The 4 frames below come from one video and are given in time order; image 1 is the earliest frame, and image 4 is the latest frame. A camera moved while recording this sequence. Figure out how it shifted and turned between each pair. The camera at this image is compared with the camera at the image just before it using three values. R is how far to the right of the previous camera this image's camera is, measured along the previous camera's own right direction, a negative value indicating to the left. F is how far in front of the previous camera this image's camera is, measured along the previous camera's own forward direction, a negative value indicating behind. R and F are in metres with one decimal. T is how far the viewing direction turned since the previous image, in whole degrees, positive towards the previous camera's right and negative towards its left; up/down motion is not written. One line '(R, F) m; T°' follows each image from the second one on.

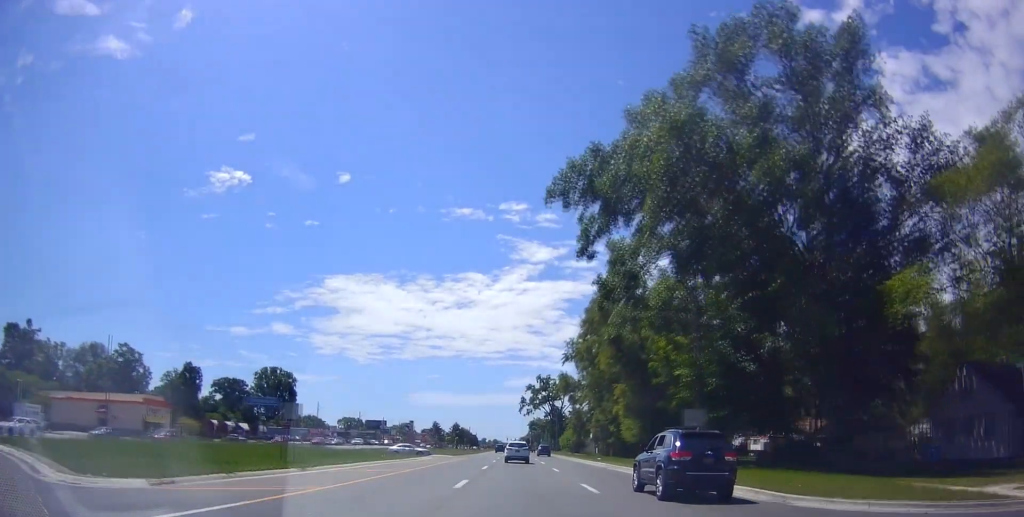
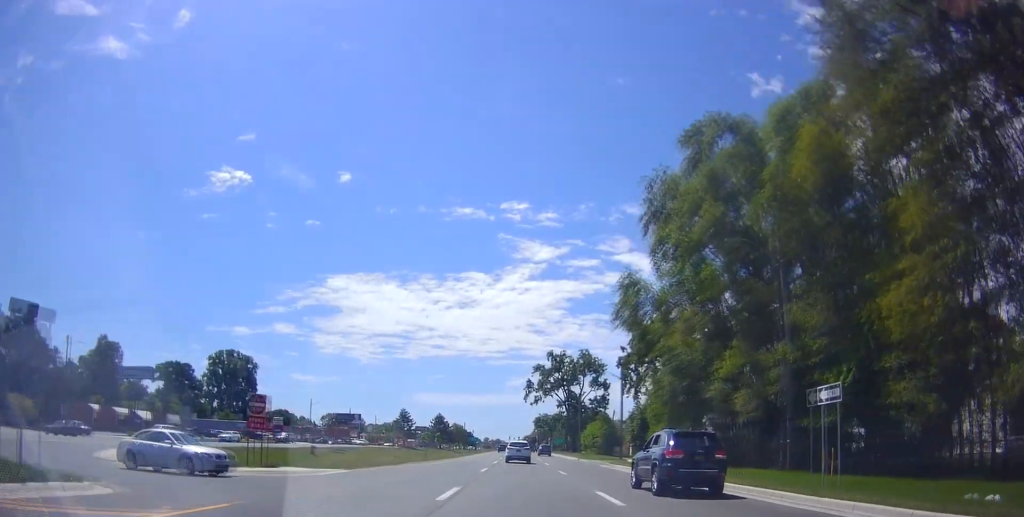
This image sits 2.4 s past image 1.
(+0.3, +47.9) m; +1°
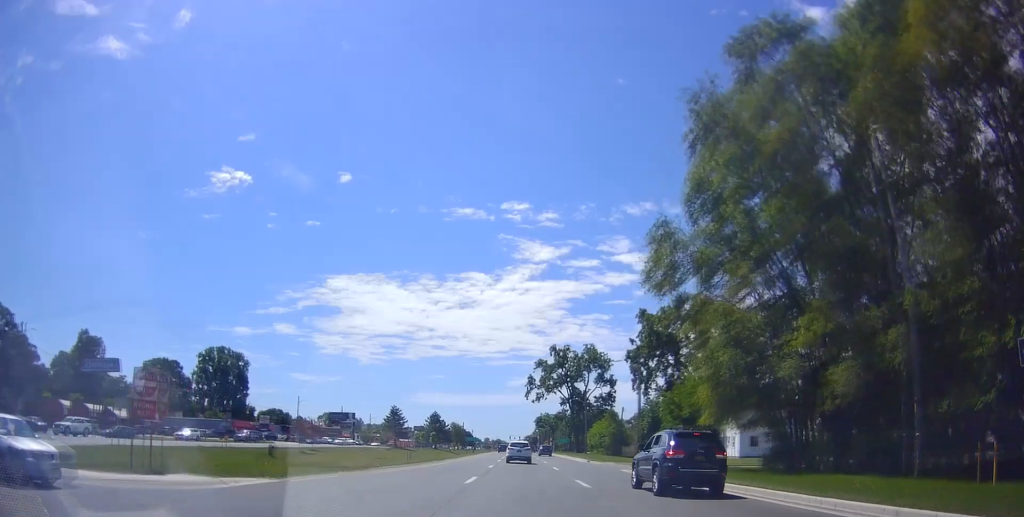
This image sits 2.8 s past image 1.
(+0.1, +8.8) m; -1°
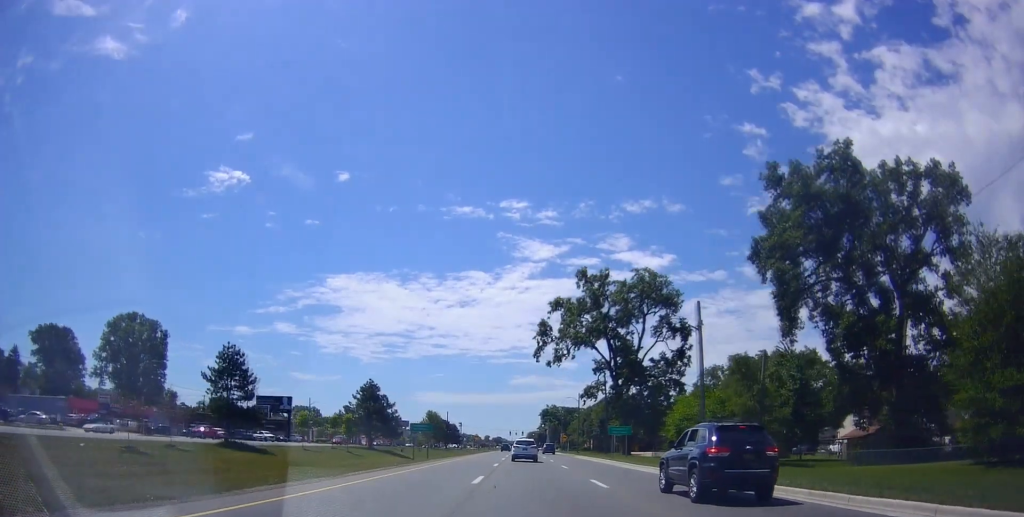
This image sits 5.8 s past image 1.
(-1.4, +60.7) m; 0°
